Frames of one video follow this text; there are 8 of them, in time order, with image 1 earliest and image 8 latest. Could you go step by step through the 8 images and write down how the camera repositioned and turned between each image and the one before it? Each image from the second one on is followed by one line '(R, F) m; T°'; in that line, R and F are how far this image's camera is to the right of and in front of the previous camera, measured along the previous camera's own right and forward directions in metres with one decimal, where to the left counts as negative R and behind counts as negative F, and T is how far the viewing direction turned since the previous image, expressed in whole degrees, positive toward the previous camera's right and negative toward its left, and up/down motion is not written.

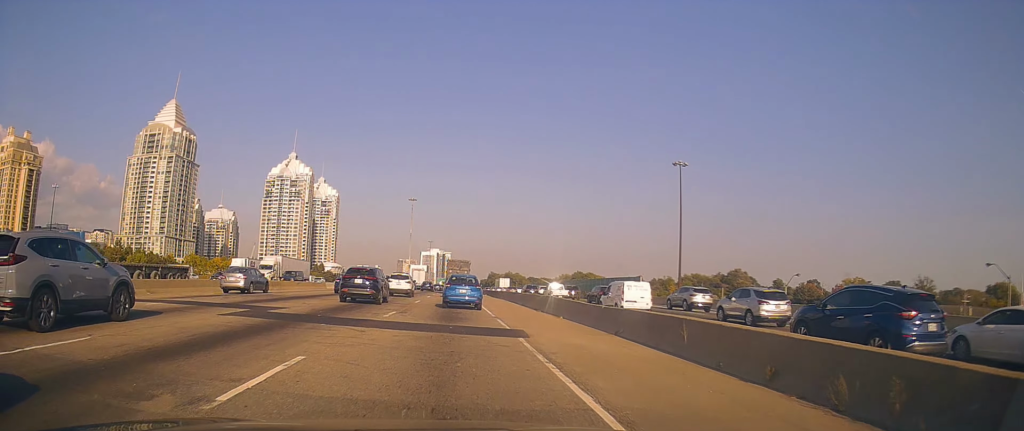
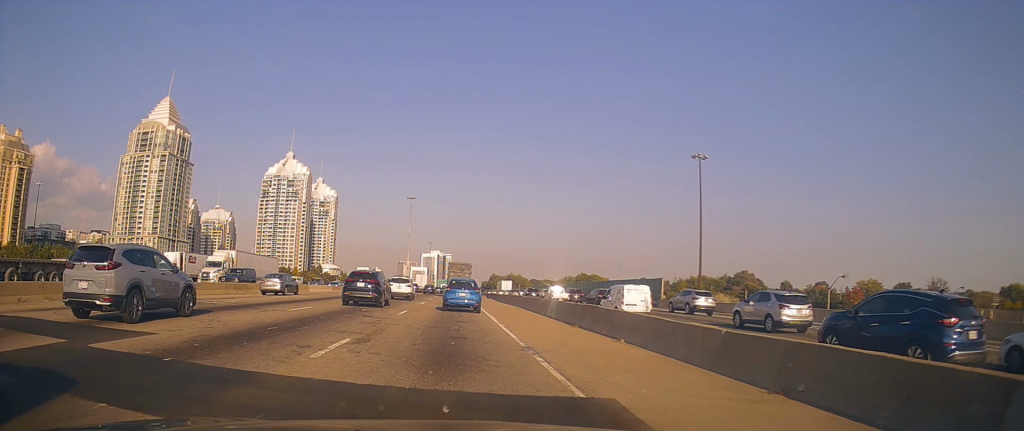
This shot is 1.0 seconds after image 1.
(-0.1, +8.7) m; 0°
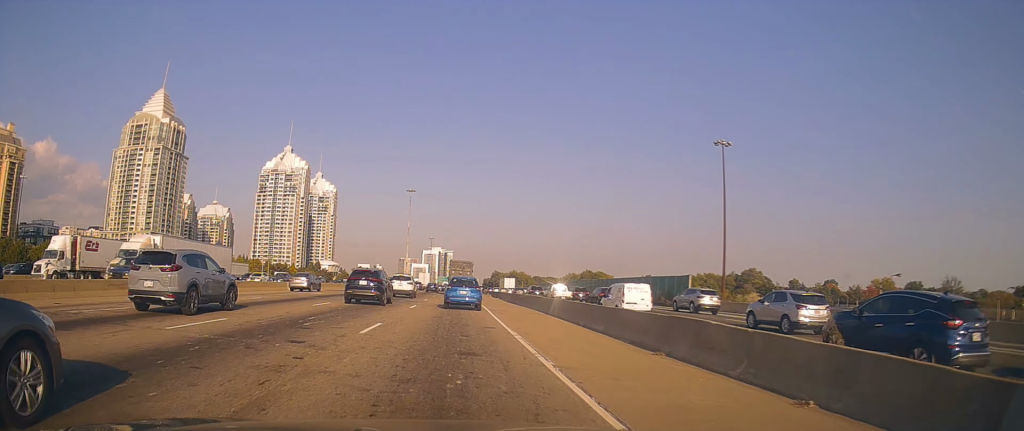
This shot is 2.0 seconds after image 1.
(0.0, +8.8) m; -1°
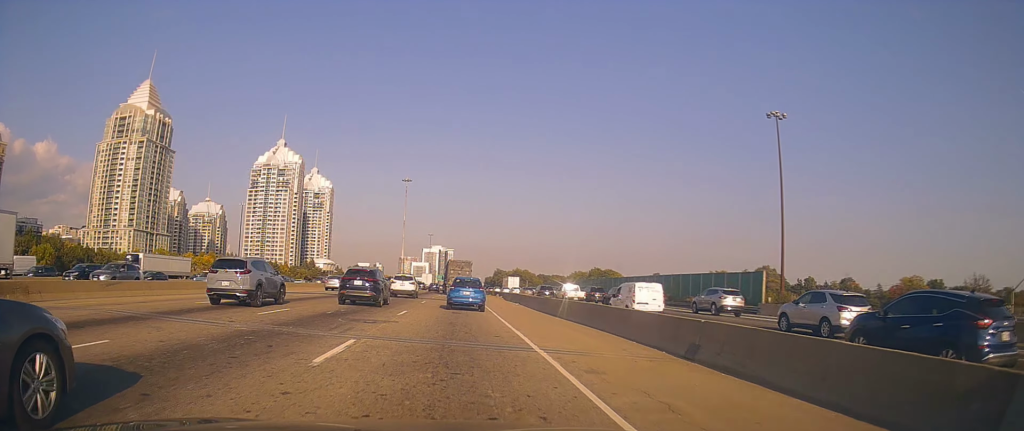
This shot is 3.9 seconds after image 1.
(+0.2, +17.2) m; 0°
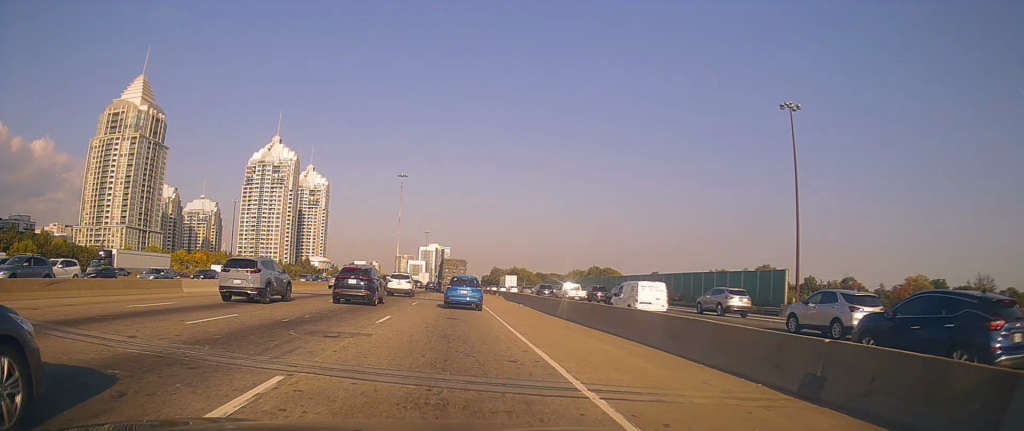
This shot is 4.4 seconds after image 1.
(-0.2, +4.4) m; 0°
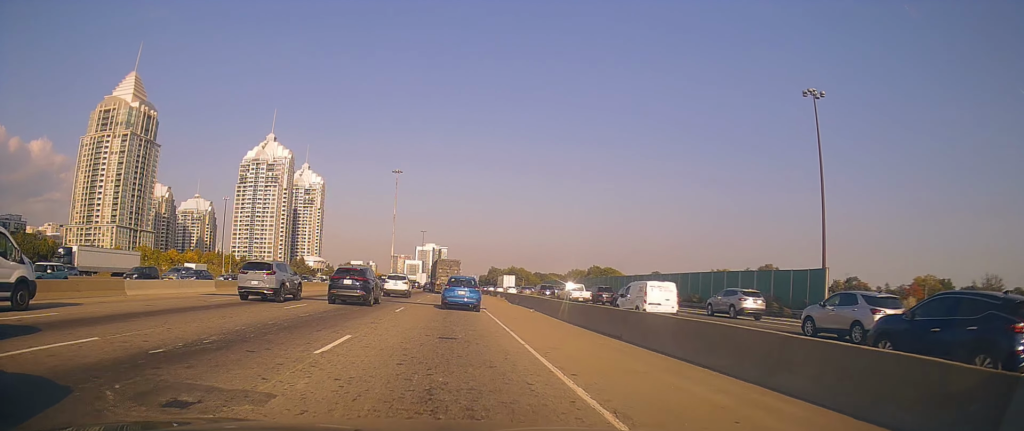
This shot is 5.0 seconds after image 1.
(-0.1, +6.3) m; +1°
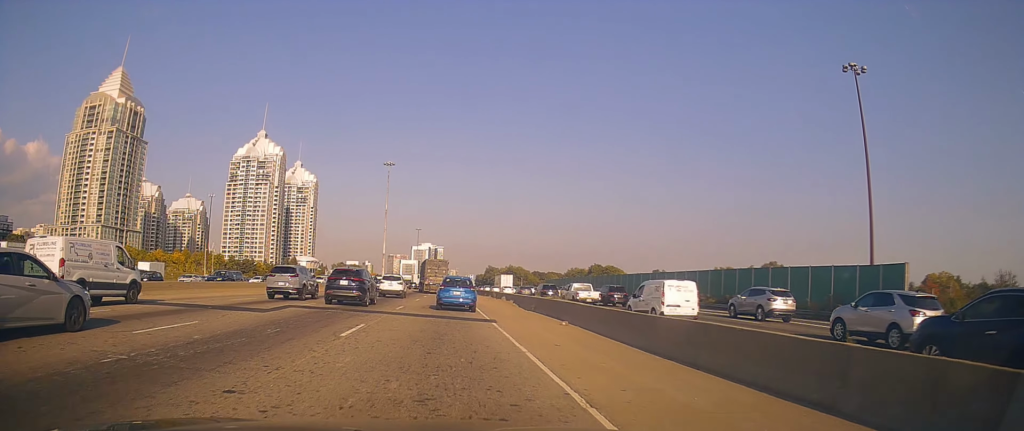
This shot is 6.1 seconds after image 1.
(+0.5, +9.7) m; +3°
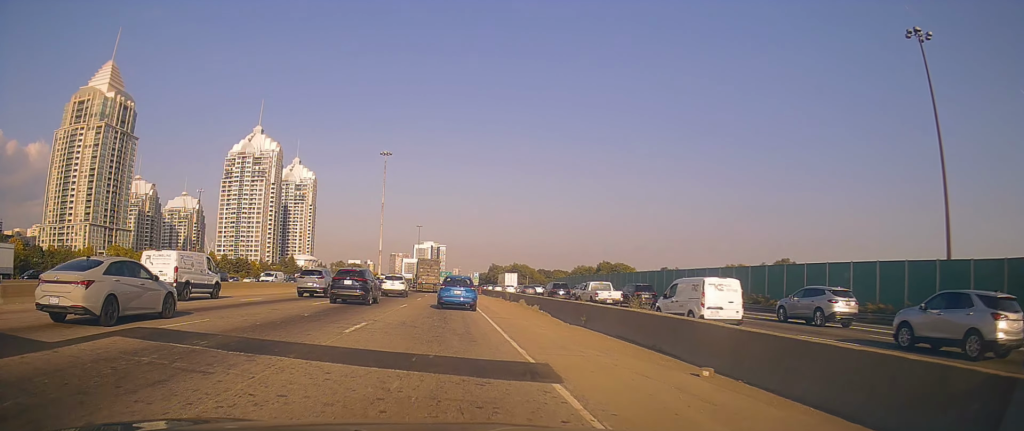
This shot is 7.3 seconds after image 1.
(0.0, +11.4) m; -1°
